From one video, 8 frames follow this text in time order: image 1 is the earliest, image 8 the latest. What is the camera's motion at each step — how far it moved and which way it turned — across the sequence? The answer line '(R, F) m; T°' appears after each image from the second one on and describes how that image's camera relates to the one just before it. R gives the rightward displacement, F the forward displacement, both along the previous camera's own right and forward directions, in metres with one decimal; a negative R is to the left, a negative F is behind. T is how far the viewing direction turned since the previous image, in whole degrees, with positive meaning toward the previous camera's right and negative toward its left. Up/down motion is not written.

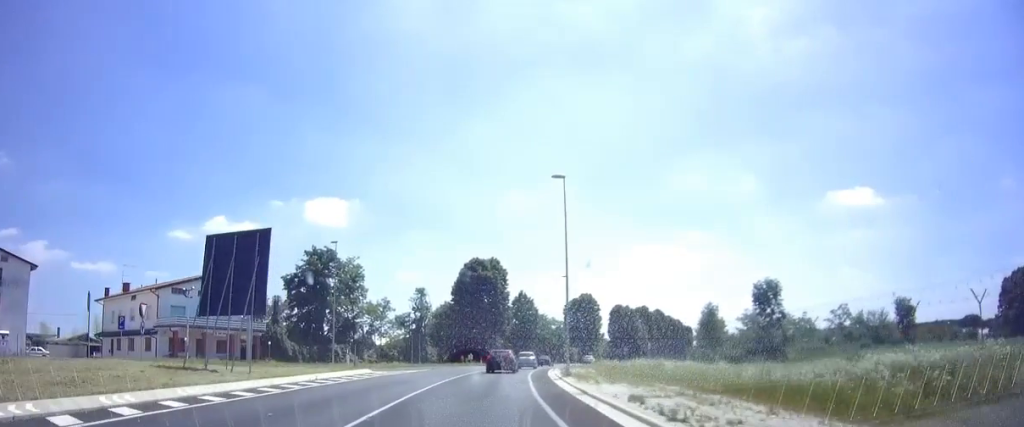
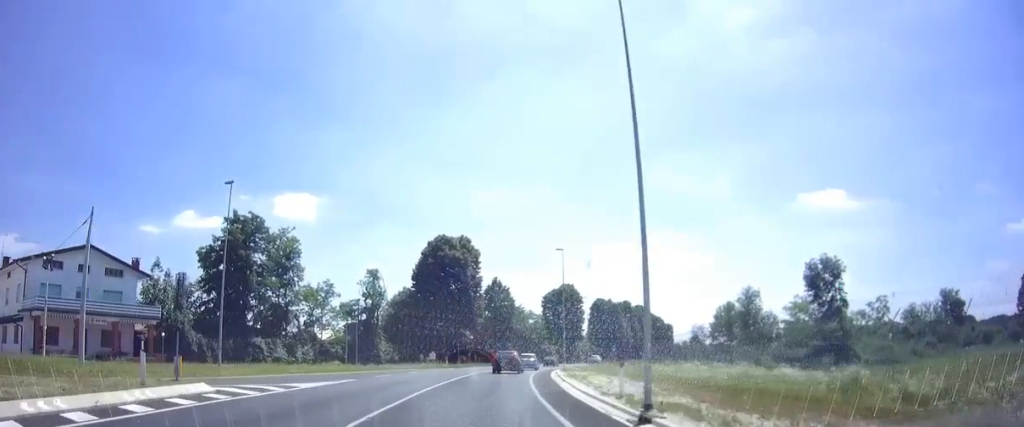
(+0.4, +15.9) m; +3°
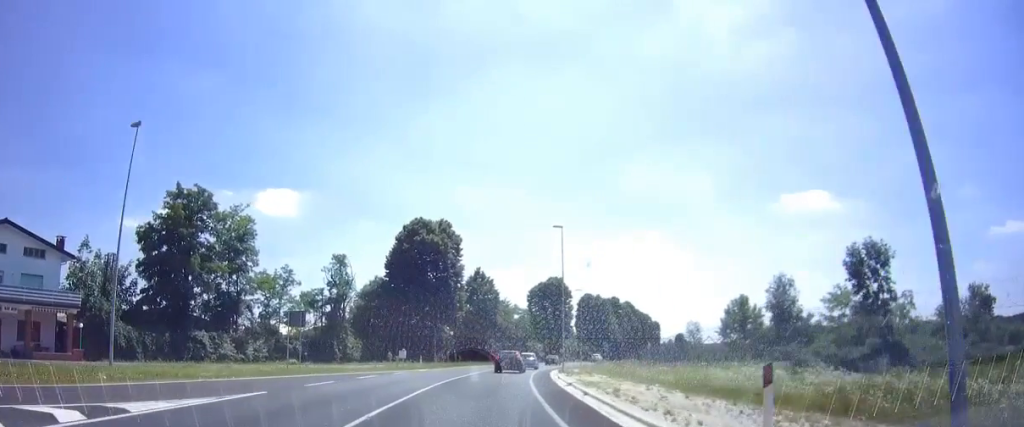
(+0.1, +8.7) m; +2°
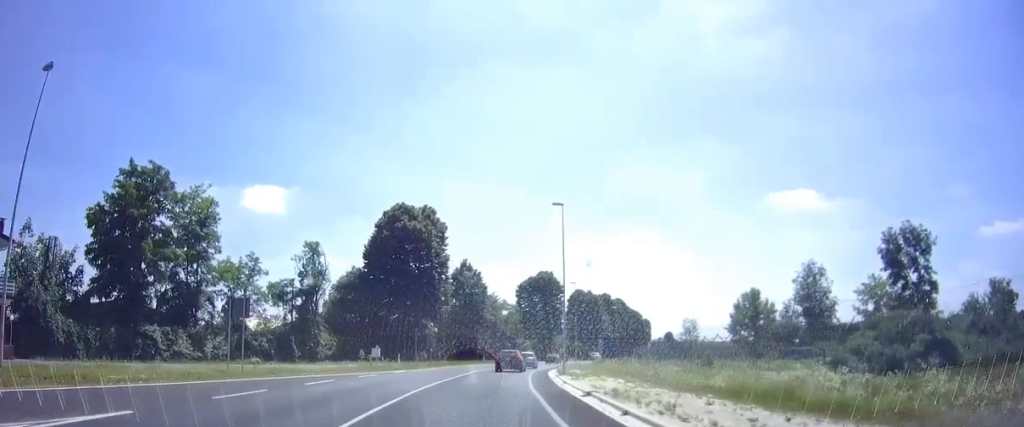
(+0.1, +5.6) m; +1°
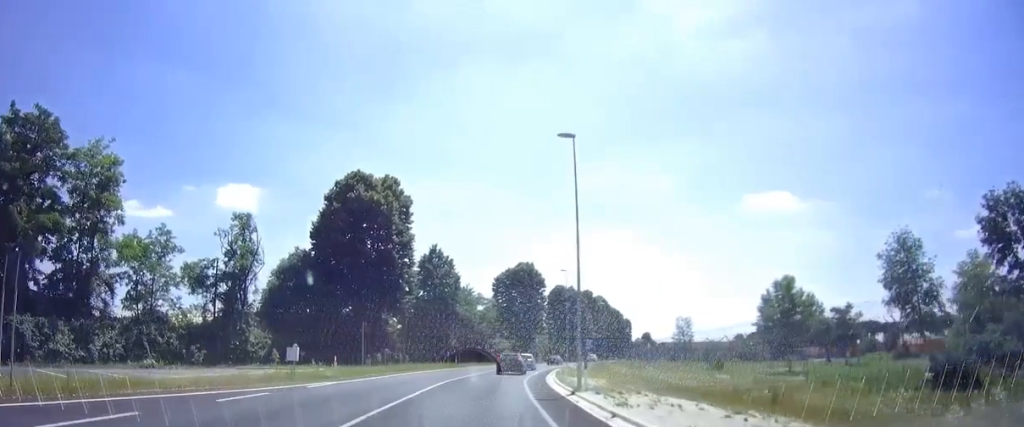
(+0.2, +10.8) m; +2°
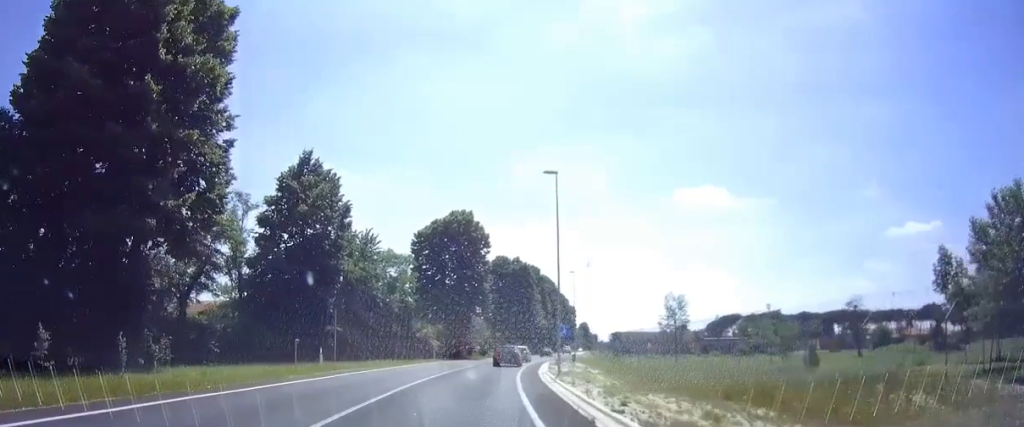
(+2.1, +30.2) m; +8°
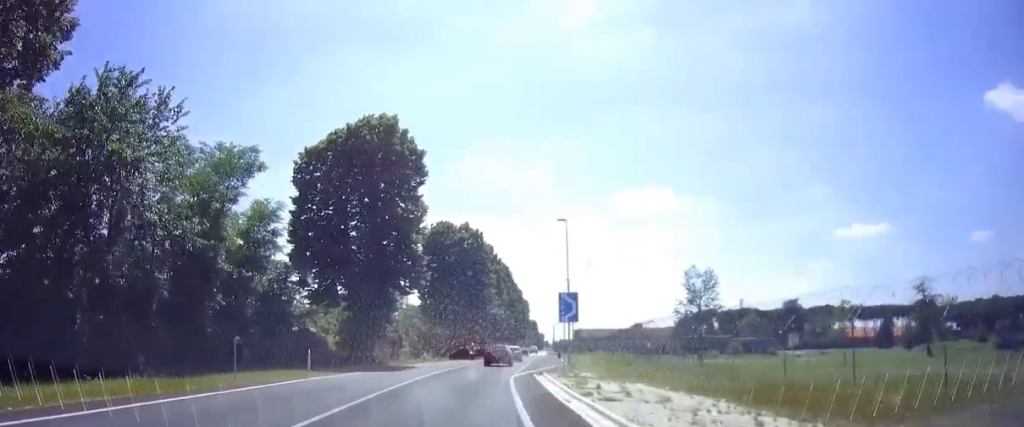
(+1.0, +26.5) m; +5°
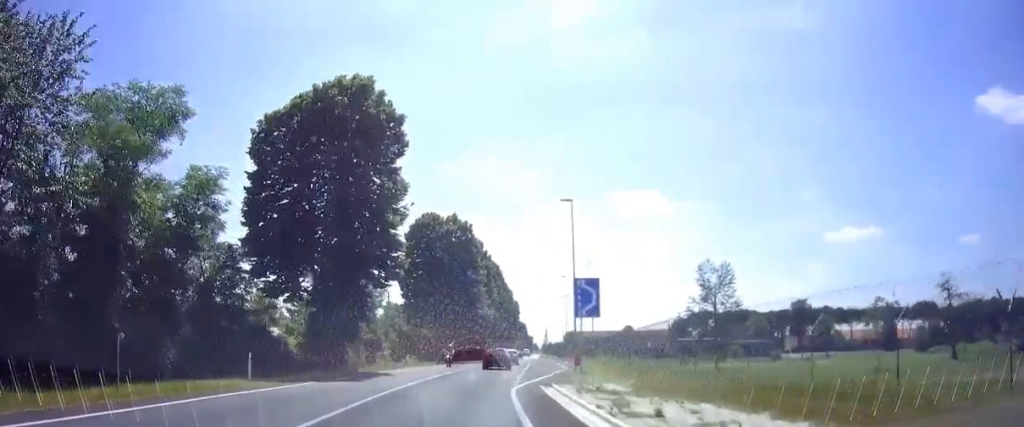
(+0.3, +6.7) m; +2°
